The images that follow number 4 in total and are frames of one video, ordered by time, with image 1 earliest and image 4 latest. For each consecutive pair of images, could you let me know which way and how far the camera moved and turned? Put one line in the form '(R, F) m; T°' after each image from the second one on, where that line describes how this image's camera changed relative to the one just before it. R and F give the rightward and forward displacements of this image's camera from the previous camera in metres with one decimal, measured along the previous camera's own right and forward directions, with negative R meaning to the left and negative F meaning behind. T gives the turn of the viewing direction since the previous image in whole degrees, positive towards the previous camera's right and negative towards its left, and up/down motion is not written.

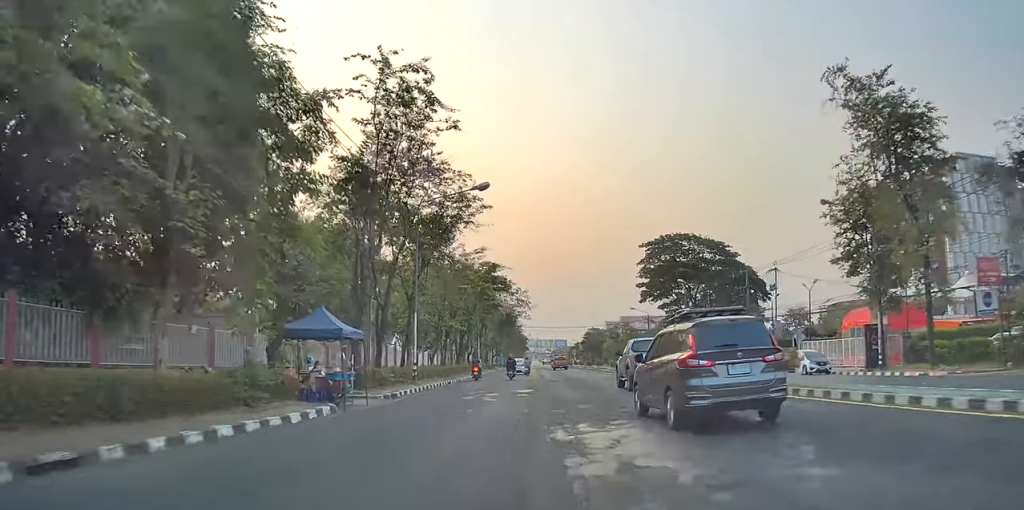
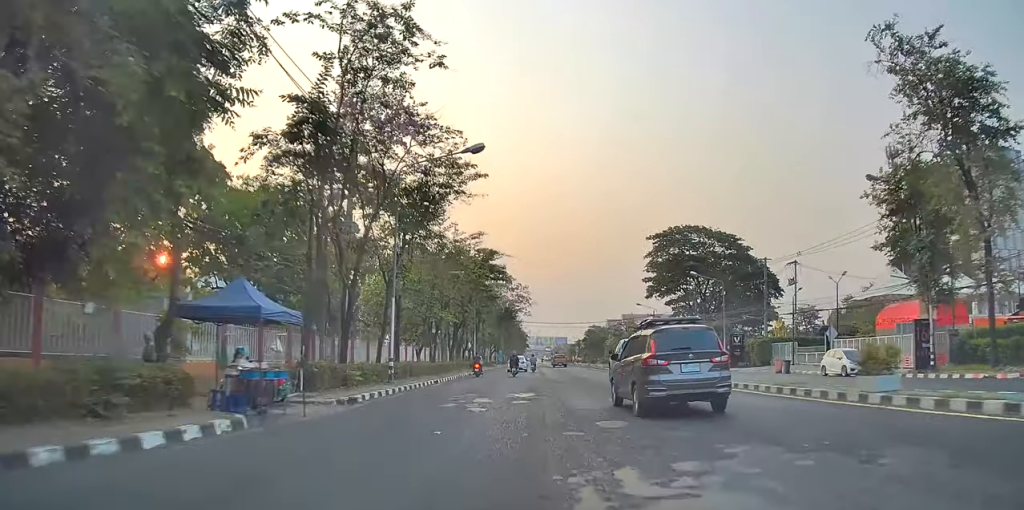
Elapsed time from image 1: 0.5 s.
(0.0, +5.1) m; 0°
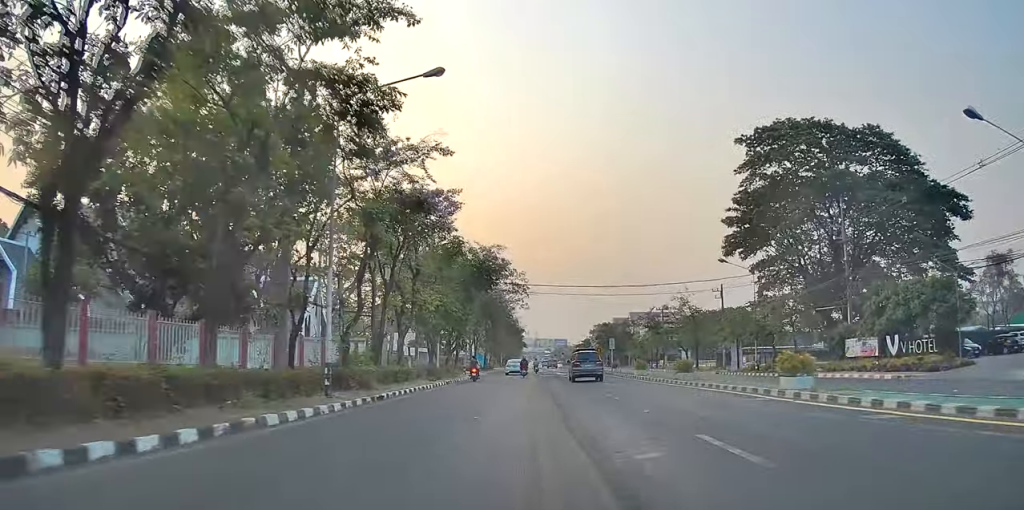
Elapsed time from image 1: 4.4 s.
(+0.2, +45.6) m; +1°
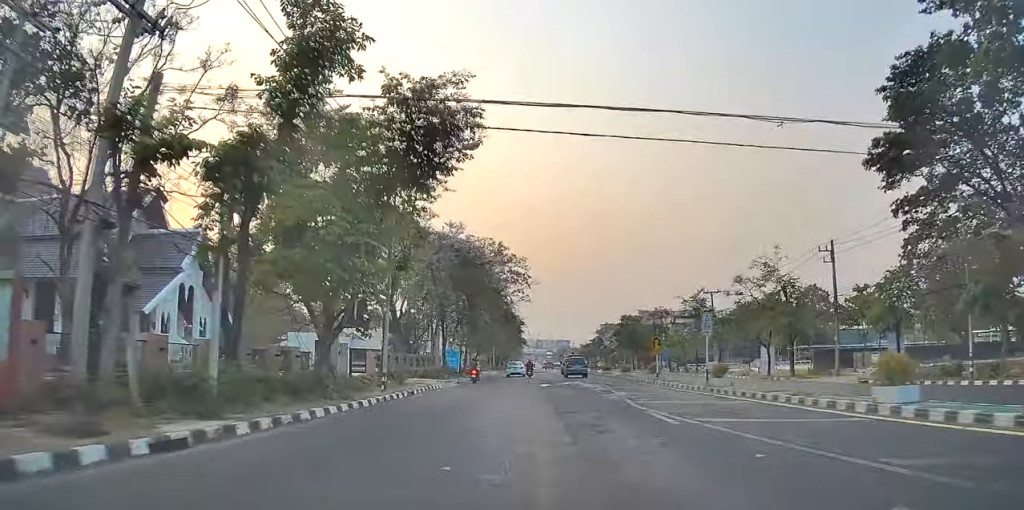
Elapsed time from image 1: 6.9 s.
(-0.5, +30.1) m; -3°
